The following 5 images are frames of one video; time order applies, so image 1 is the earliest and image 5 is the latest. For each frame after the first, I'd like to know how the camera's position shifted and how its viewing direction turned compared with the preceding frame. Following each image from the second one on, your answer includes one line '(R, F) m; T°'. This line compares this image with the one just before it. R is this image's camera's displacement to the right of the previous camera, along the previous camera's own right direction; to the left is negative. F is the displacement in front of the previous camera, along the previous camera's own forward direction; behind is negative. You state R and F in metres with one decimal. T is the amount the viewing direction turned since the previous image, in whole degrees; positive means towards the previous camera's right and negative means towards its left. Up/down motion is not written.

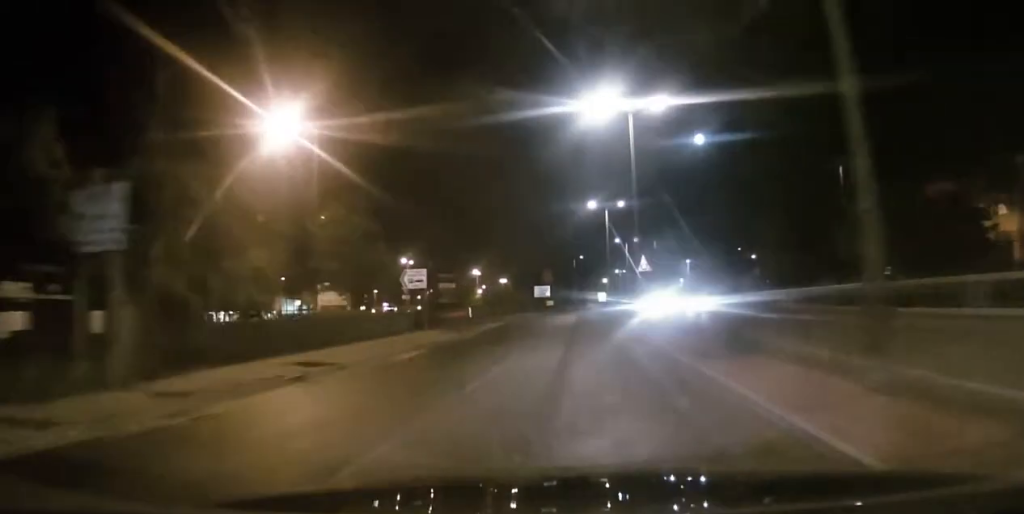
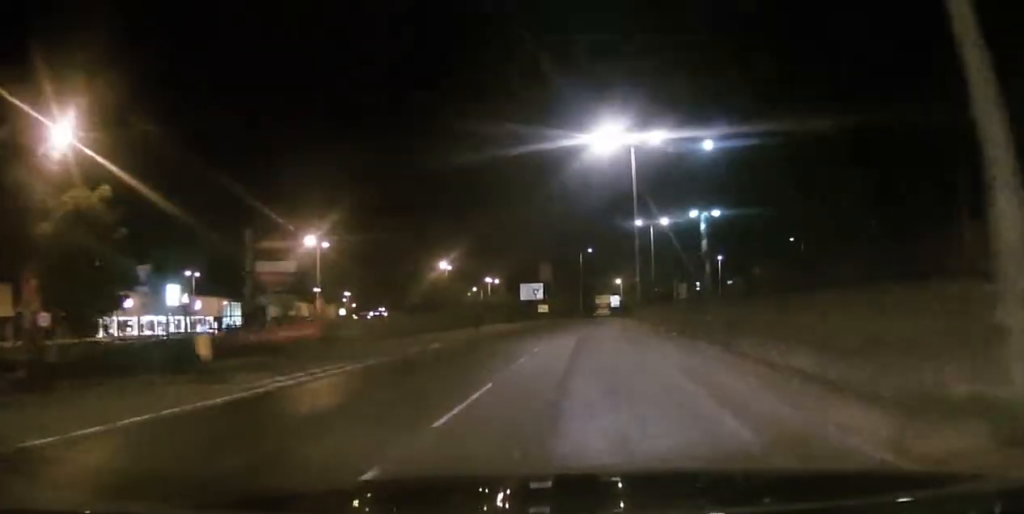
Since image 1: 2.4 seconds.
(-1.2, +32.9) m; -2°
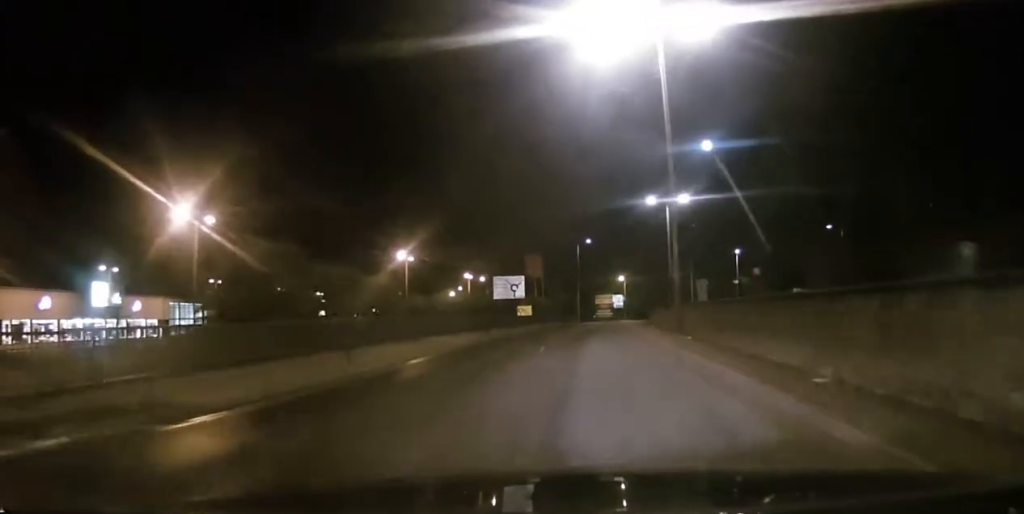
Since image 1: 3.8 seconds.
(+0.4, +19.1) m; +1°
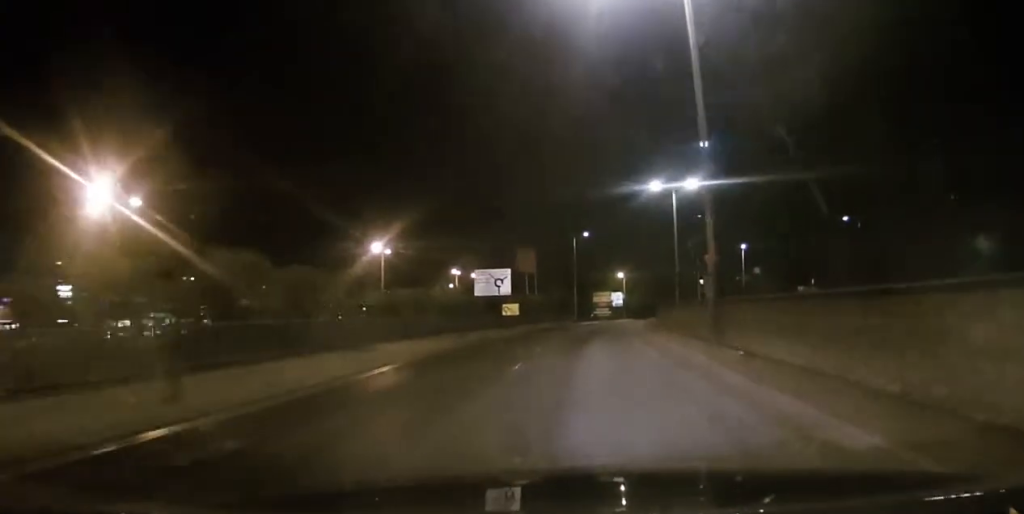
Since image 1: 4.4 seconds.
(0.0, +7.4) m; -1°
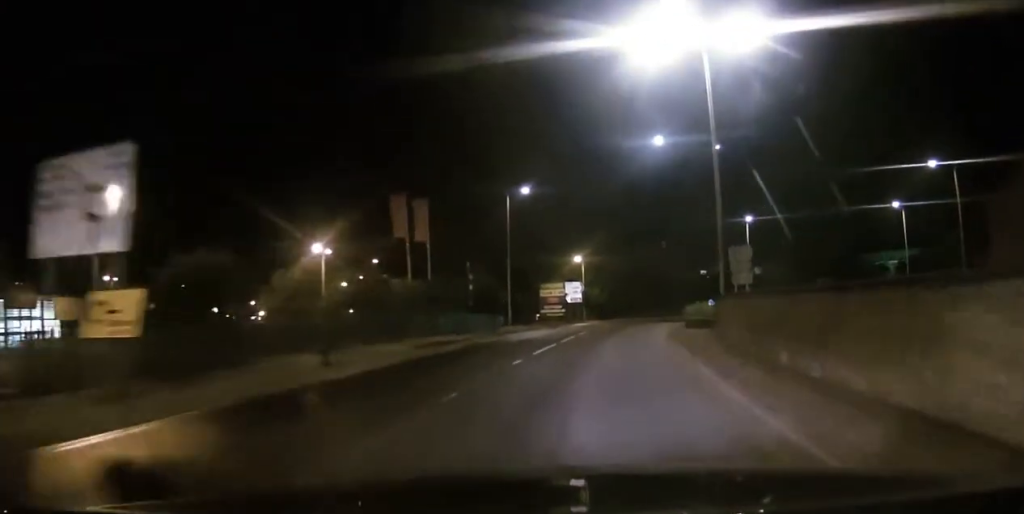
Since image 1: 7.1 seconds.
(-0.8, +34.7) m; -3°
